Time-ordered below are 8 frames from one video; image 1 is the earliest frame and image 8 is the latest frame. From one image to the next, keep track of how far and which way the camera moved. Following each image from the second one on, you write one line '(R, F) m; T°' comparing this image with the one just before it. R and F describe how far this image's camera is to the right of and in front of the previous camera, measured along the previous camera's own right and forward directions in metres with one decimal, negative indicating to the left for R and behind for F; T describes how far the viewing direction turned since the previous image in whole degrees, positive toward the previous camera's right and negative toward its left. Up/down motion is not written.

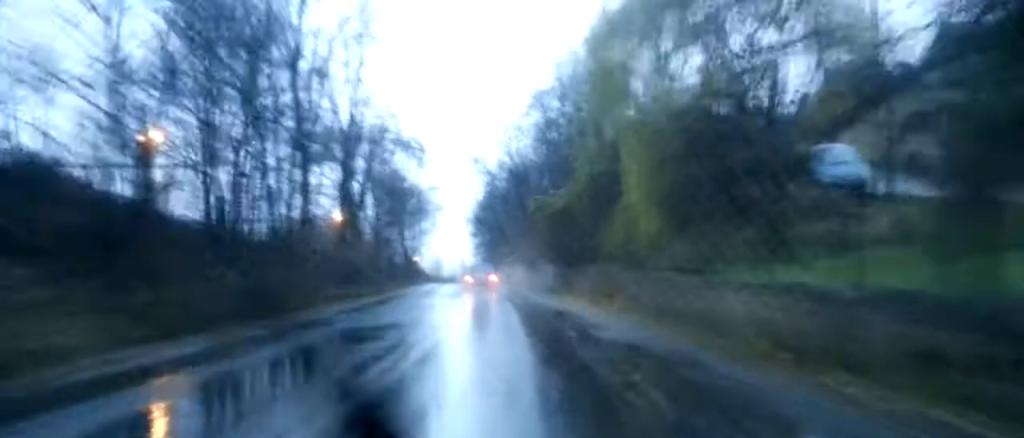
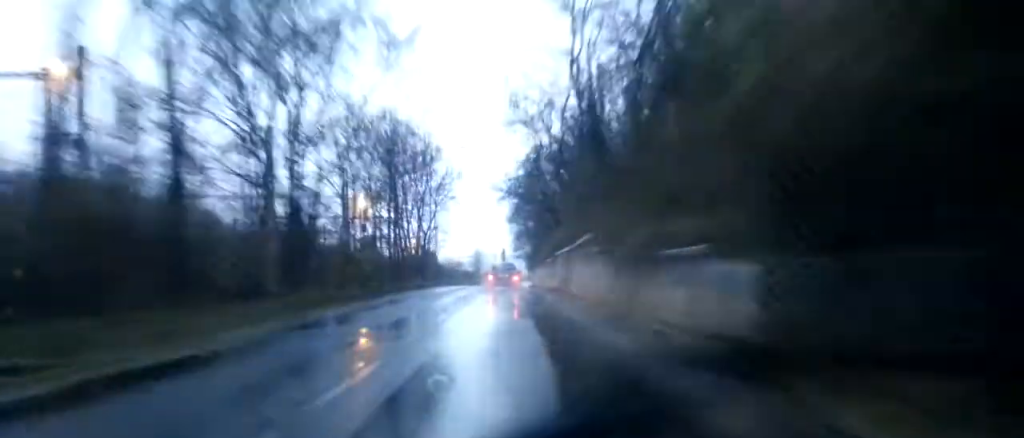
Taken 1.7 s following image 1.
(-0.6, +28.8) m; -2°
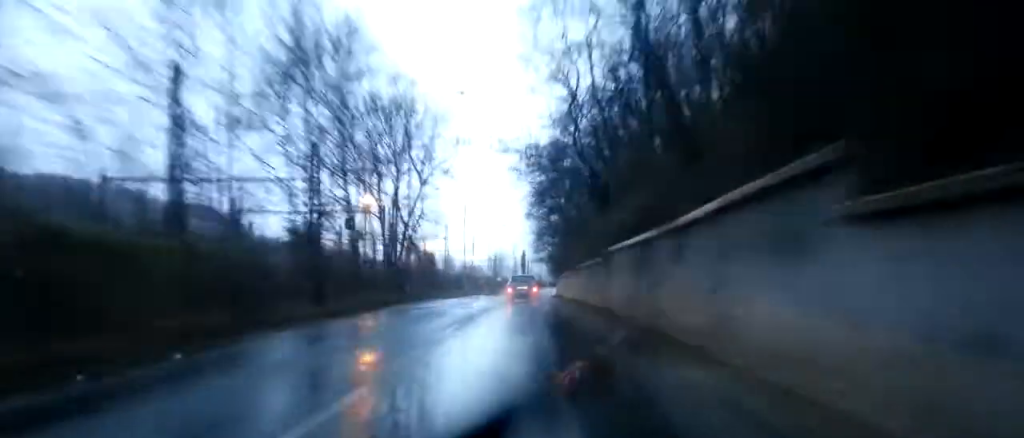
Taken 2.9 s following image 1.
(-0.4, +20.0) m; -2°
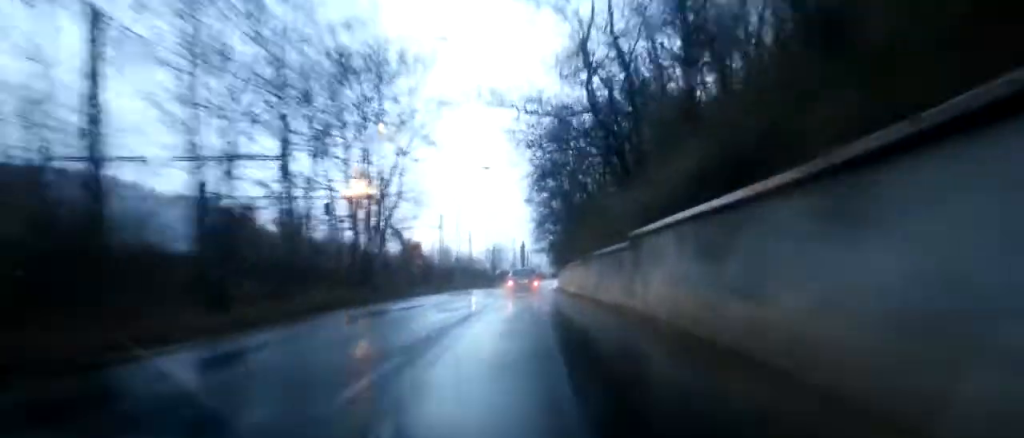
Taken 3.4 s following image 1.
(0.0, +7.8) m; 0°
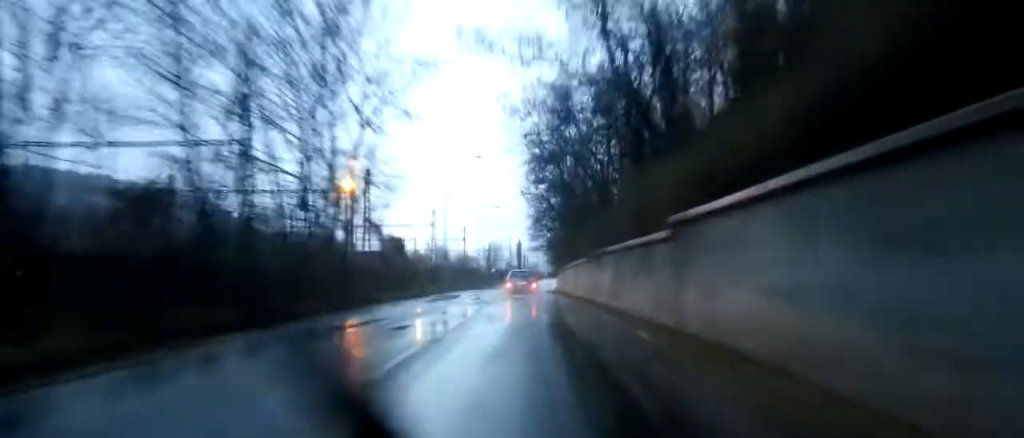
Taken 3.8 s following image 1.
(0.0, +6.6) m; 0°
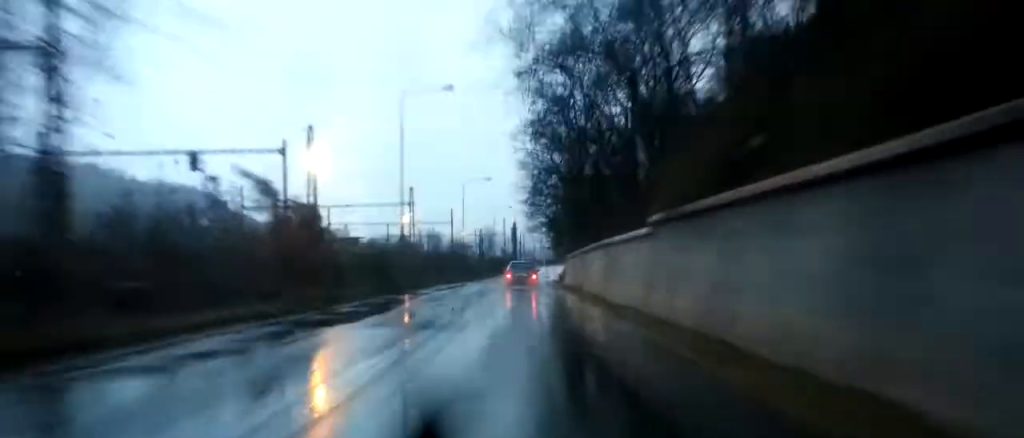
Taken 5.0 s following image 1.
(-0.1, +19.9) m; -1°
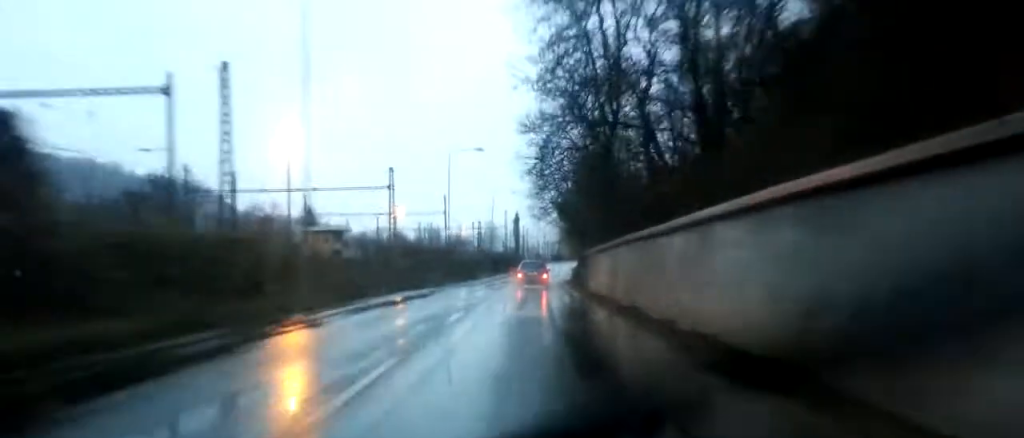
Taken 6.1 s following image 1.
(-0.3, +19.0) m; -1°
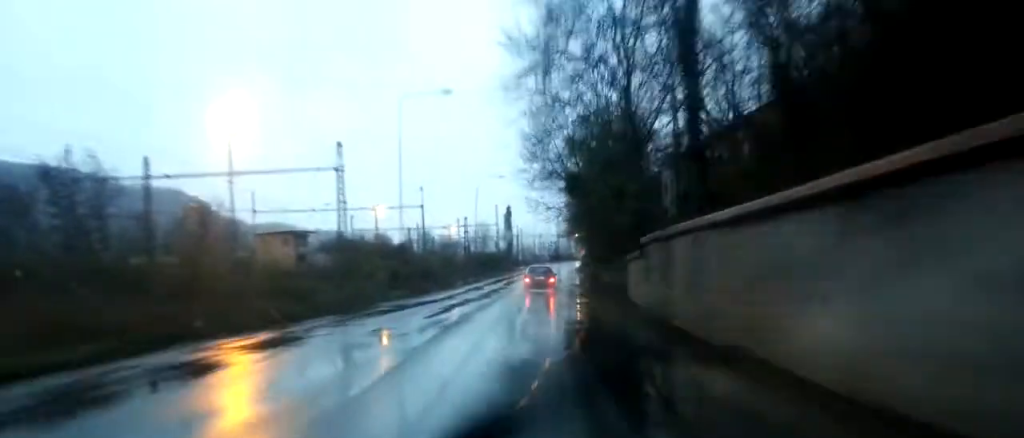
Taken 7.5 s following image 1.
(-0.1, +21.8) m; 0°
